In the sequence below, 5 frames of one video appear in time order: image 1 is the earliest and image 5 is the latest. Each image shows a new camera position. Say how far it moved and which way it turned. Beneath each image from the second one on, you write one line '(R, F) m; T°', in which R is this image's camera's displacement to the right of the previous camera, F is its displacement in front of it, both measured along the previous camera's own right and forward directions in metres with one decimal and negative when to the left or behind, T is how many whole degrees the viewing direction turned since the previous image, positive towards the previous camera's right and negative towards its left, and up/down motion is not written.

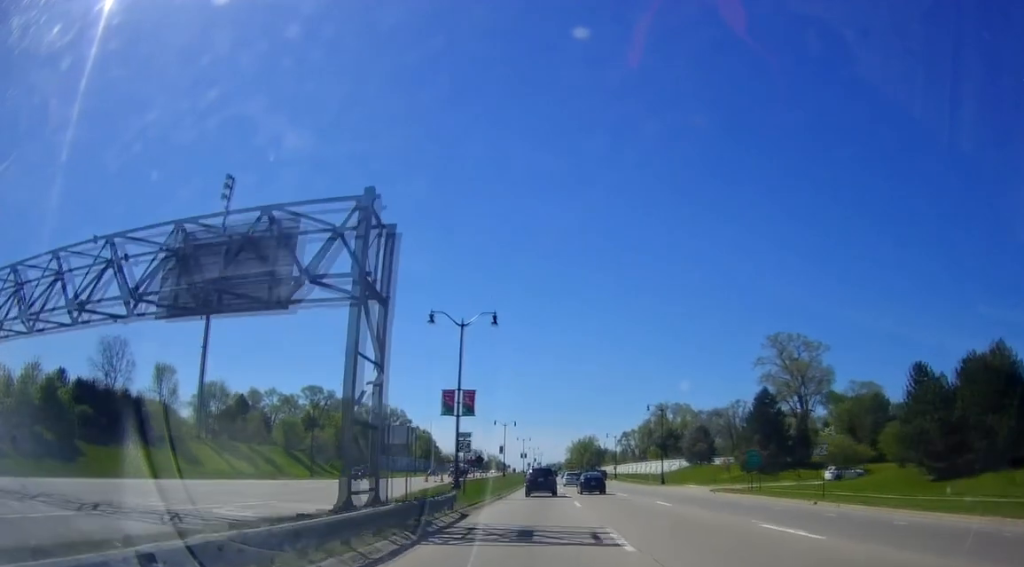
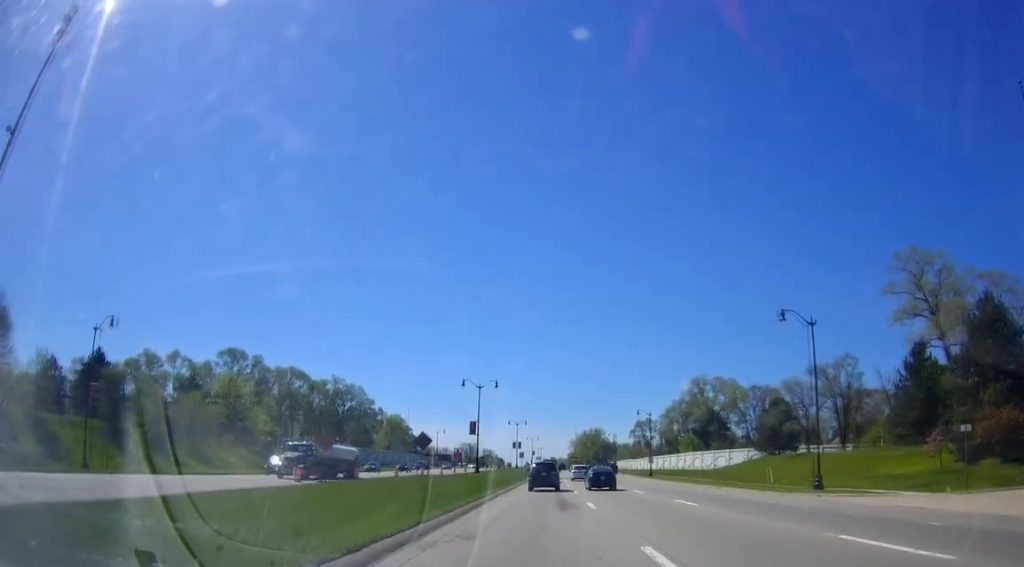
(+0.4, +50.0) m; +1°
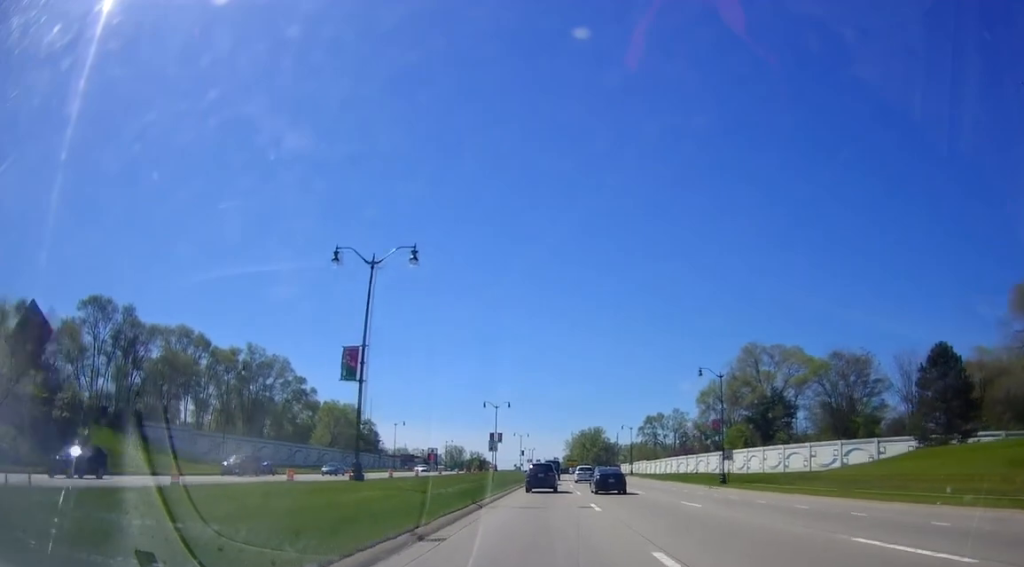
(0.0, +44.4) m; 0°
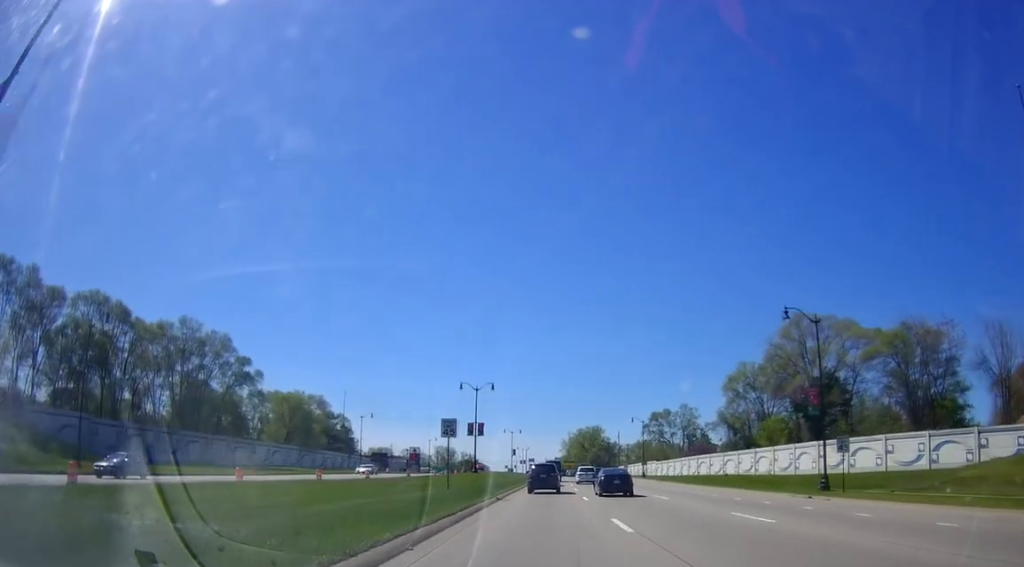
(0.0, +22.3) m; 0°
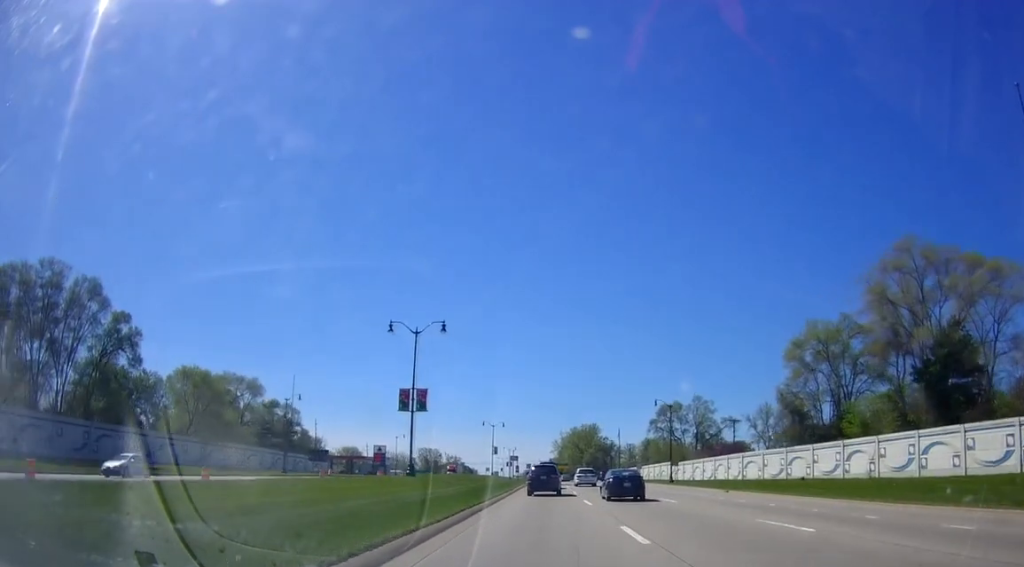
(+0.1, +30.4) m; +1°
